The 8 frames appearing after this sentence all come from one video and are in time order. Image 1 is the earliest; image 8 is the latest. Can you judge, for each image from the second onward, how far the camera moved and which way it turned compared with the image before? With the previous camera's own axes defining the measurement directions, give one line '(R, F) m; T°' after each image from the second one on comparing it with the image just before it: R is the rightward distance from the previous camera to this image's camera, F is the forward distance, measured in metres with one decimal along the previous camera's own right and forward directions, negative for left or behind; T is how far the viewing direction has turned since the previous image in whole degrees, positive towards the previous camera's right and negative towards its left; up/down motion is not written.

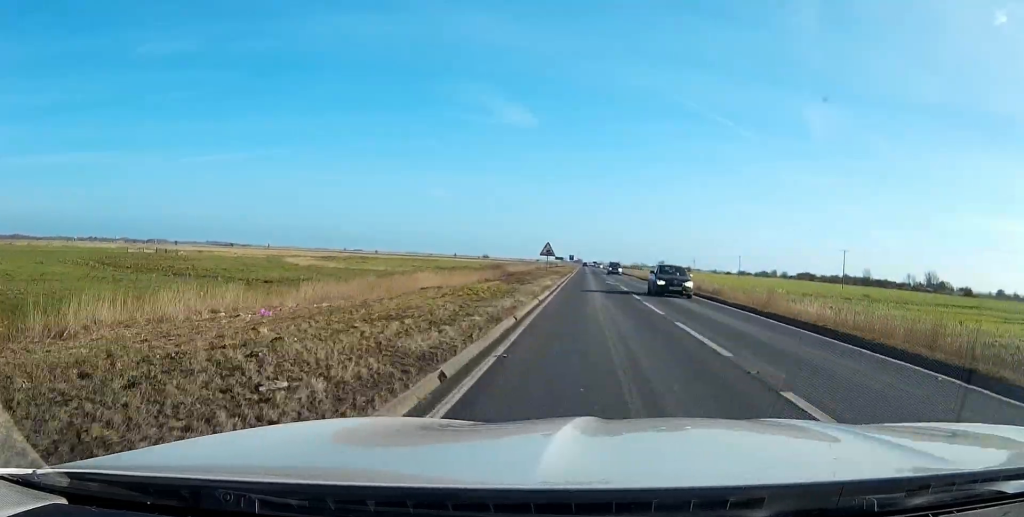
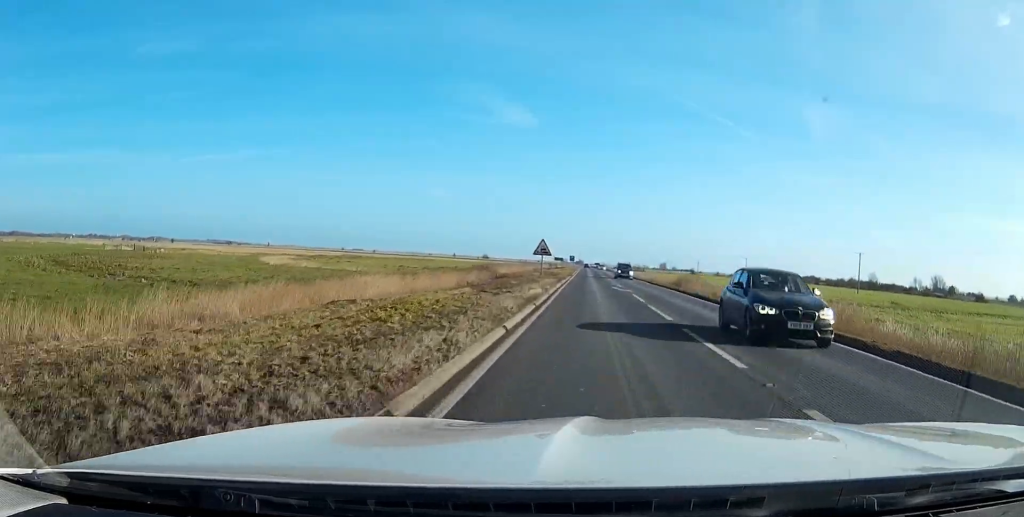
(0.0, +9.9) m; 0°
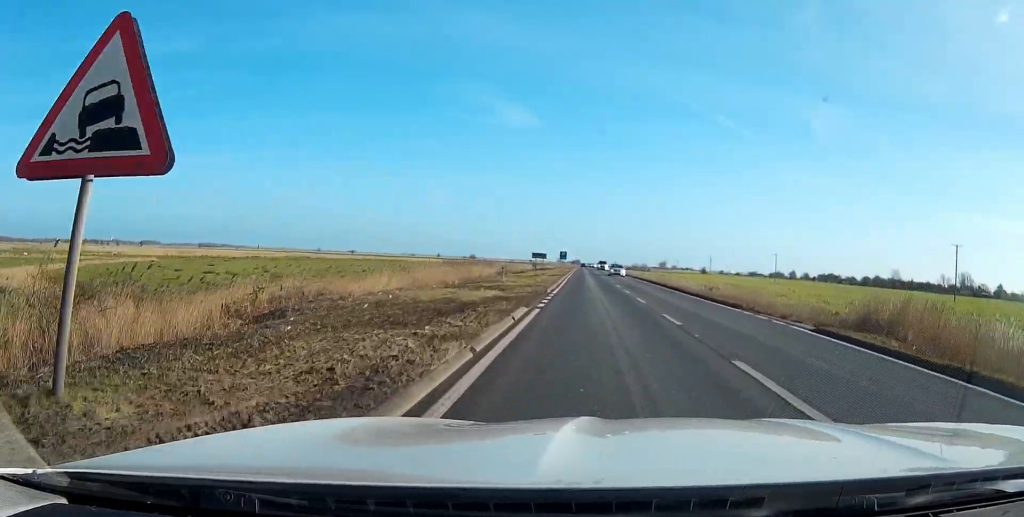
(0.0, +49.7) m; 0°
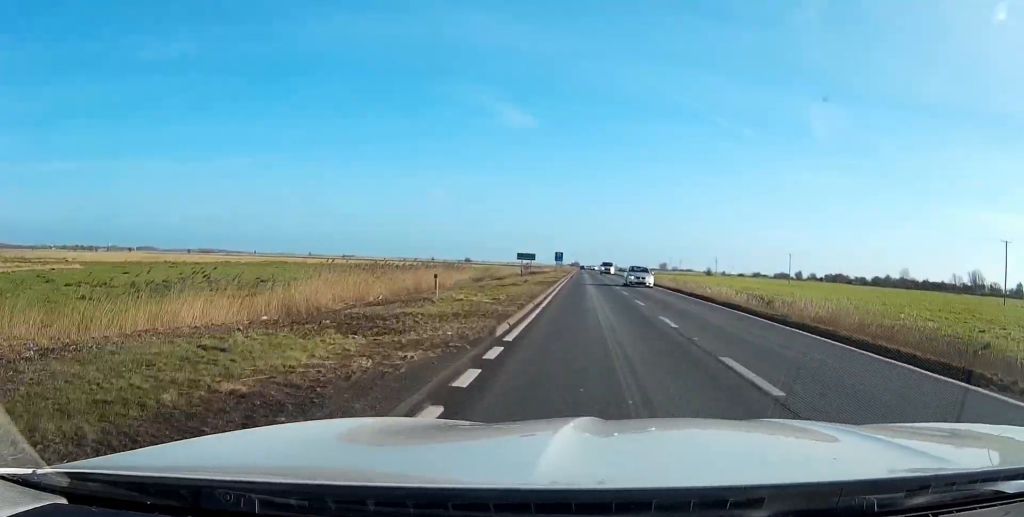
(0.0, +17.5) m; 0°
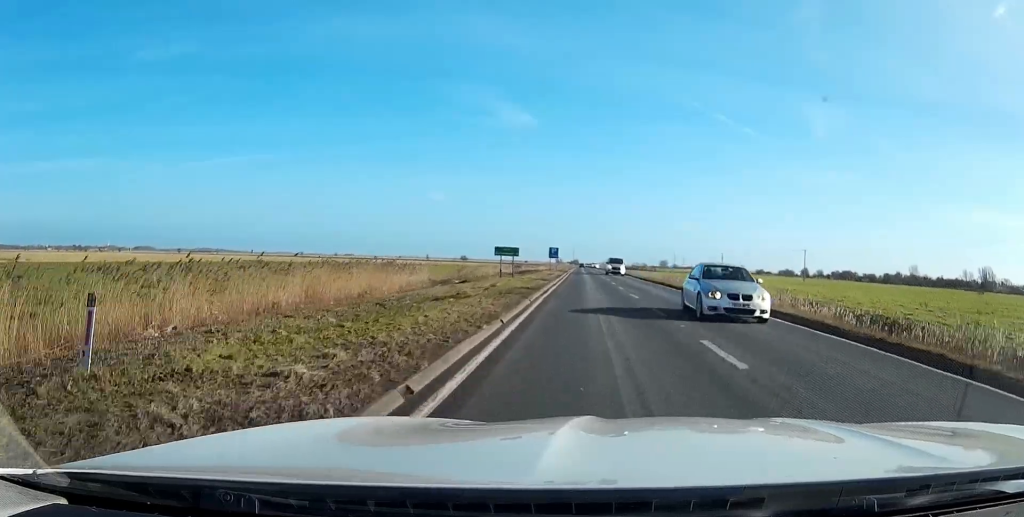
(0.0, +15.9) m; 0°
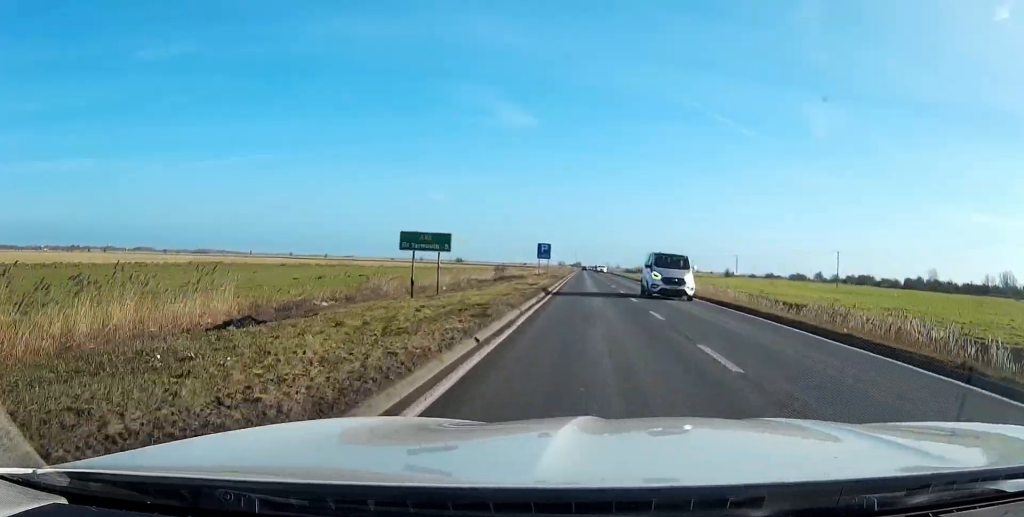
(0.0, +26.1) m; 0°
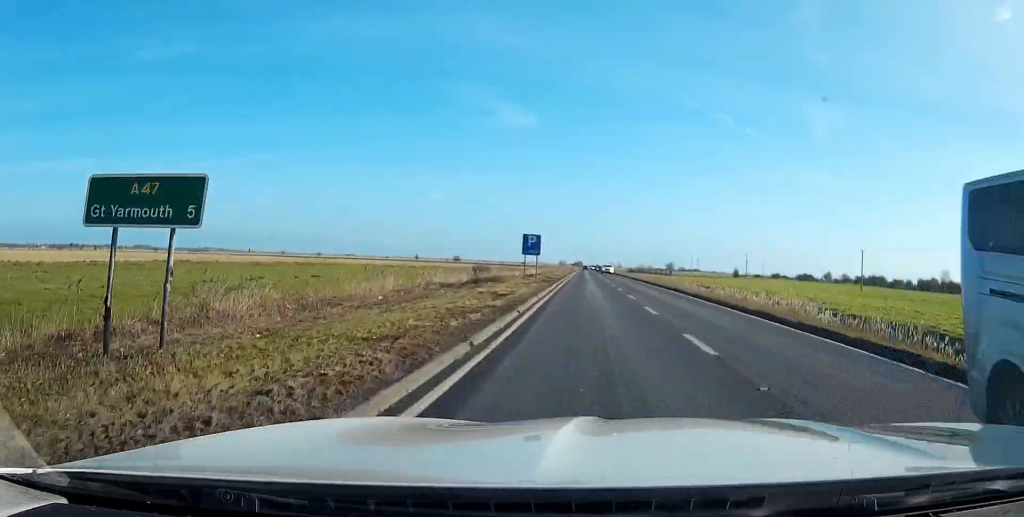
(0.0, +16.1) m; 0°
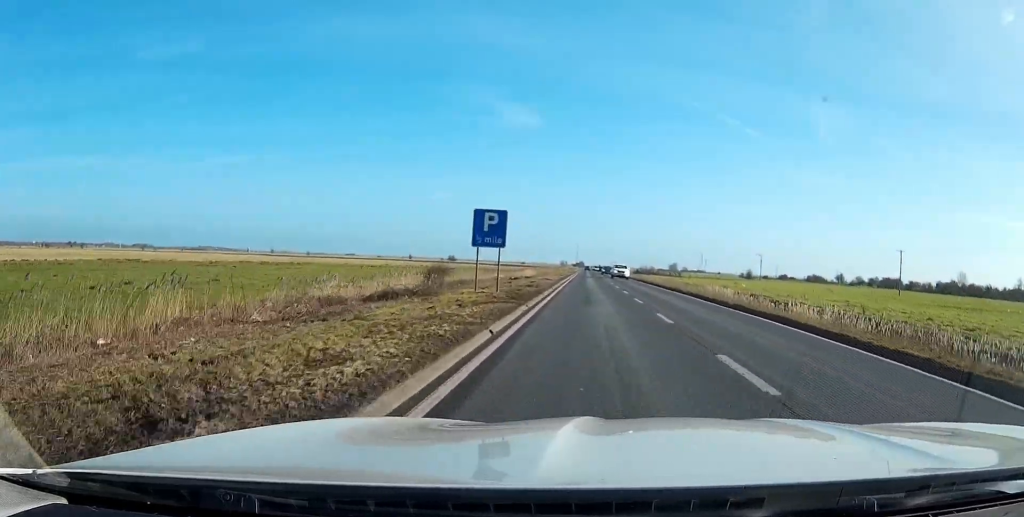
(+0.1, +21.2) m; 0°
